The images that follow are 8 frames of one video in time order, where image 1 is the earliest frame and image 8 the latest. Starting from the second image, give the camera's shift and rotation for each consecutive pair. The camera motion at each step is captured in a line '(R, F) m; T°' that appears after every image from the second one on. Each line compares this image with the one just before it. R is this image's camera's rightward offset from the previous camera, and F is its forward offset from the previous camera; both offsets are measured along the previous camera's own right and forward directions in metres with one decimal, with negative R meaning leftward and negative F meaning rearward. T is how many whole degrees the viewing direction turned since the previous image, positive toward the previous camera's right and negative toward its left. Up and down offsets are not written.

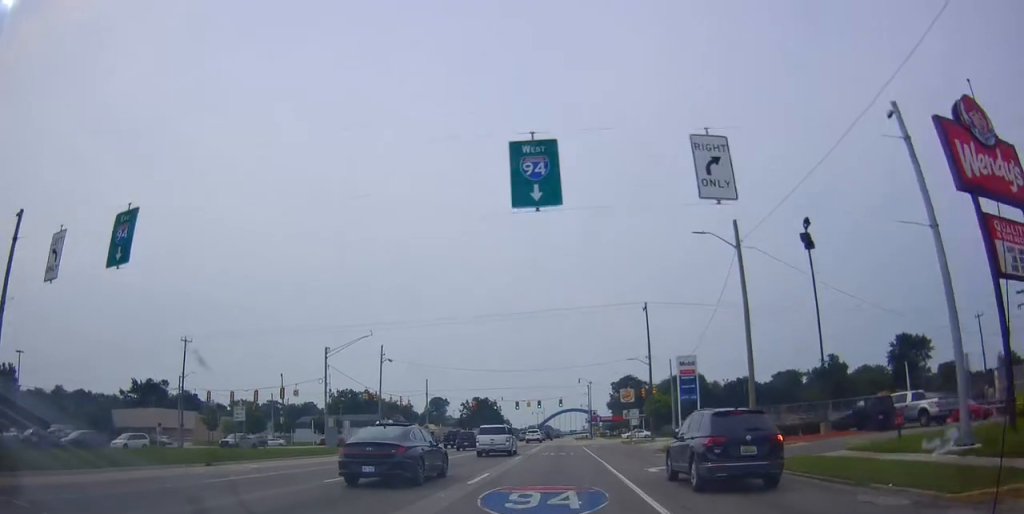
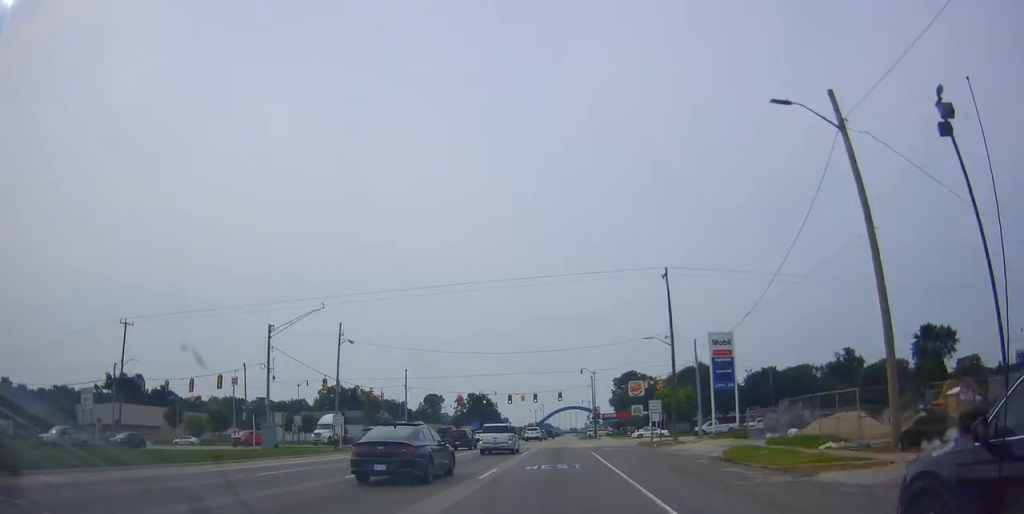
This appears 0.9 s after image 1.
(+0.2, +13.6) m; +1°
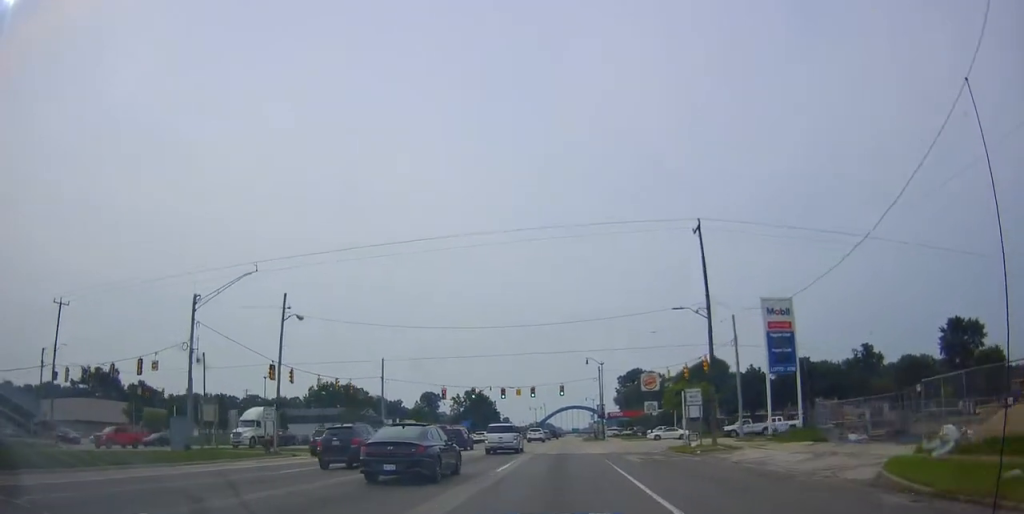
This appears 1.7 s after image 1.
(0.0, +12.6) m; -1°
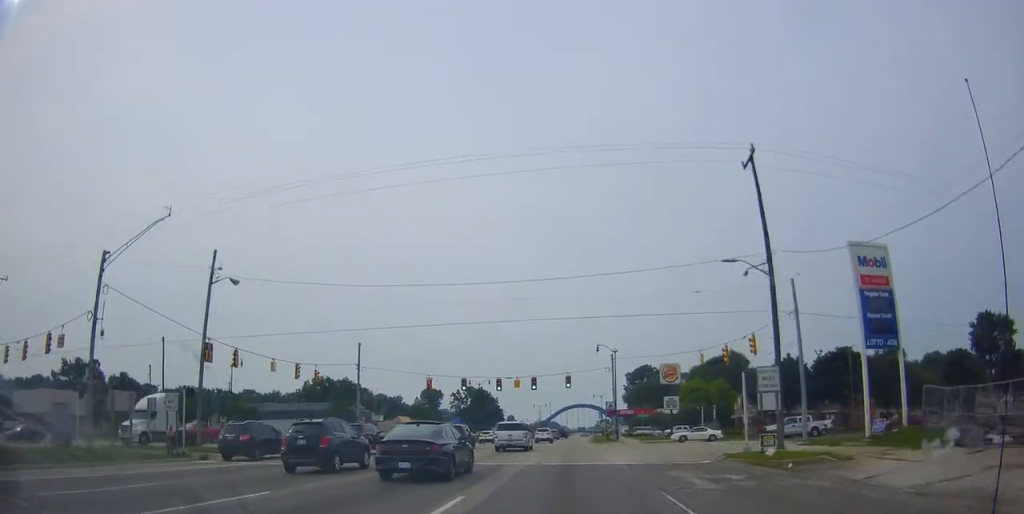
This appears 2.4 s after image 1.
(+0.1, +11.0) m; -2°
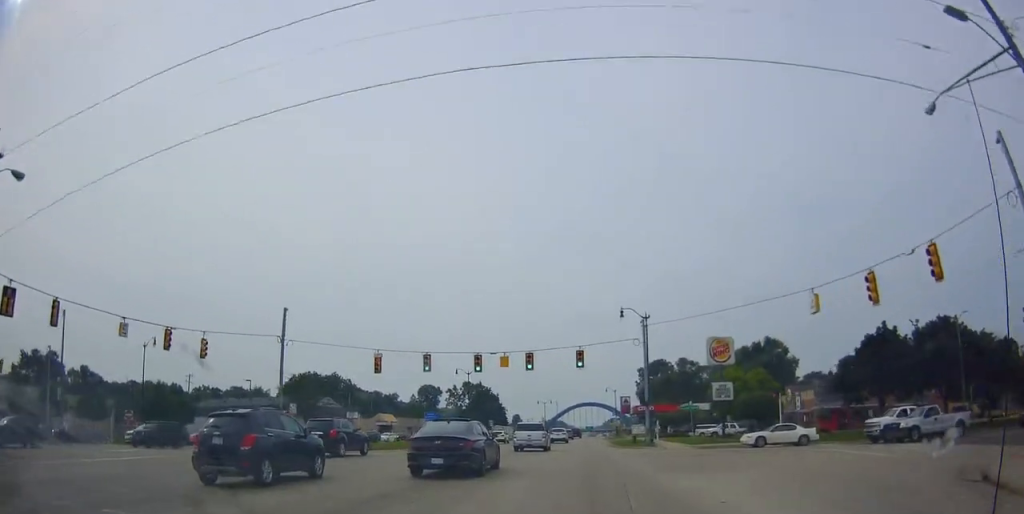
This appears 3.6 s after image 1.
(-0.5, +19.6) m; 0°
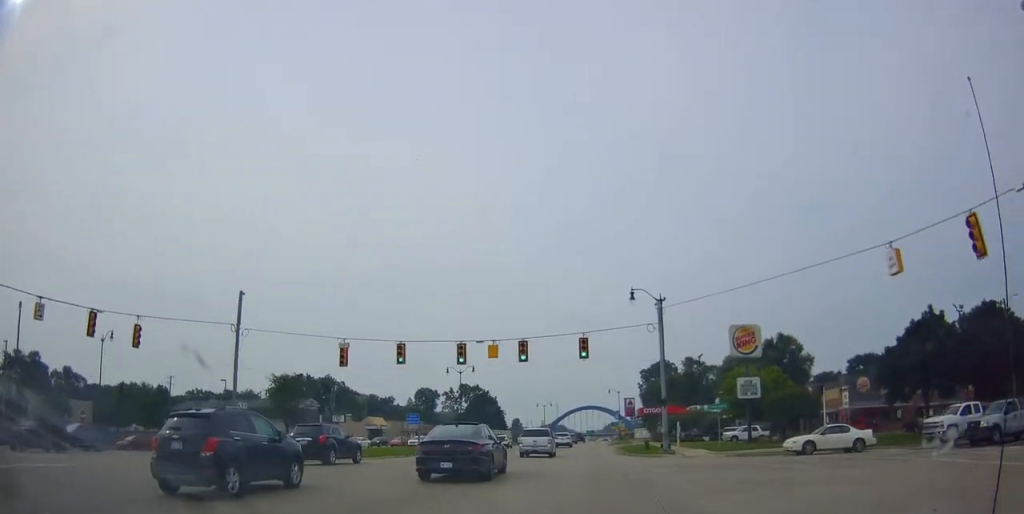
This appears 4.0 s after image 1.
(+0.3, +6.8) m; +1°
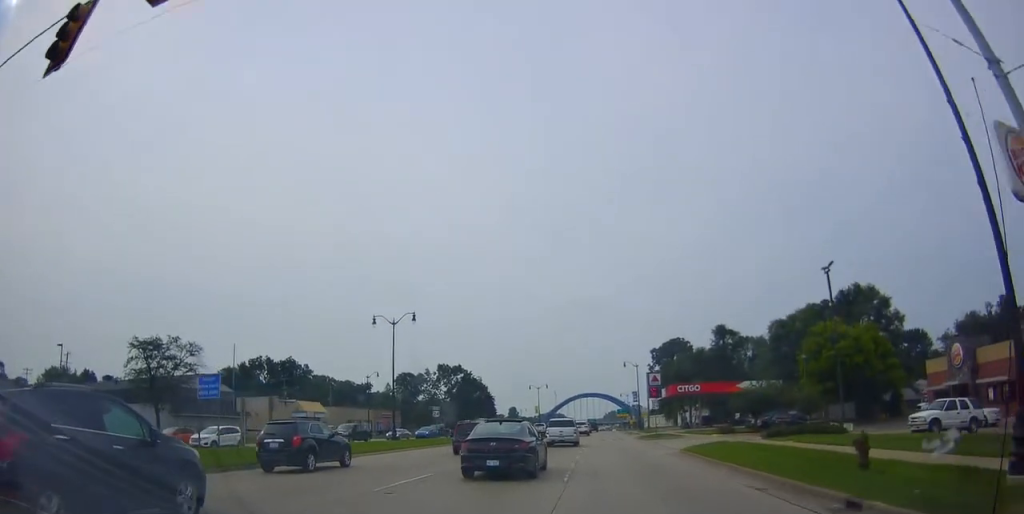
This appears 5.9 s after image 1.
(+0.2, +30.7) m; -1°
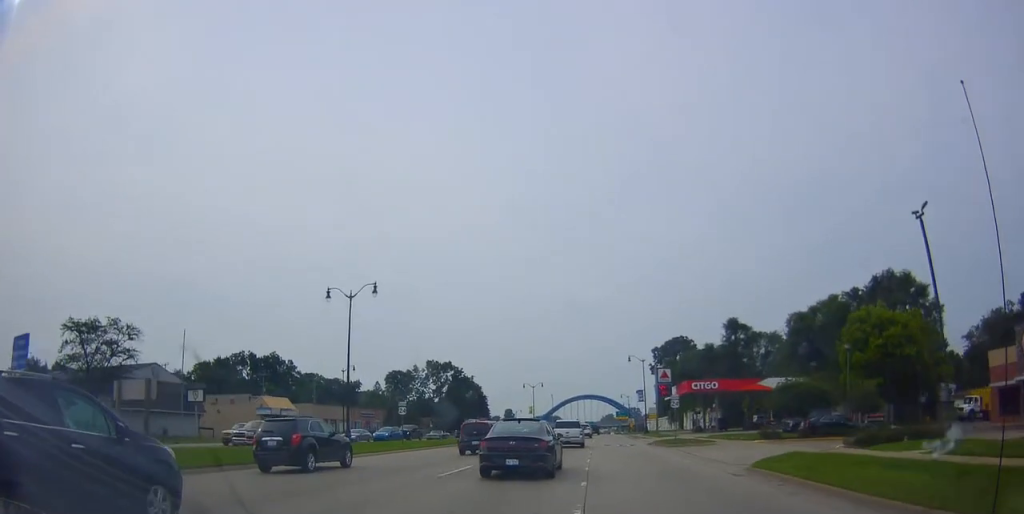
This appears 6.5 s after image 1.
(0.0, +10.0) m; -1°
